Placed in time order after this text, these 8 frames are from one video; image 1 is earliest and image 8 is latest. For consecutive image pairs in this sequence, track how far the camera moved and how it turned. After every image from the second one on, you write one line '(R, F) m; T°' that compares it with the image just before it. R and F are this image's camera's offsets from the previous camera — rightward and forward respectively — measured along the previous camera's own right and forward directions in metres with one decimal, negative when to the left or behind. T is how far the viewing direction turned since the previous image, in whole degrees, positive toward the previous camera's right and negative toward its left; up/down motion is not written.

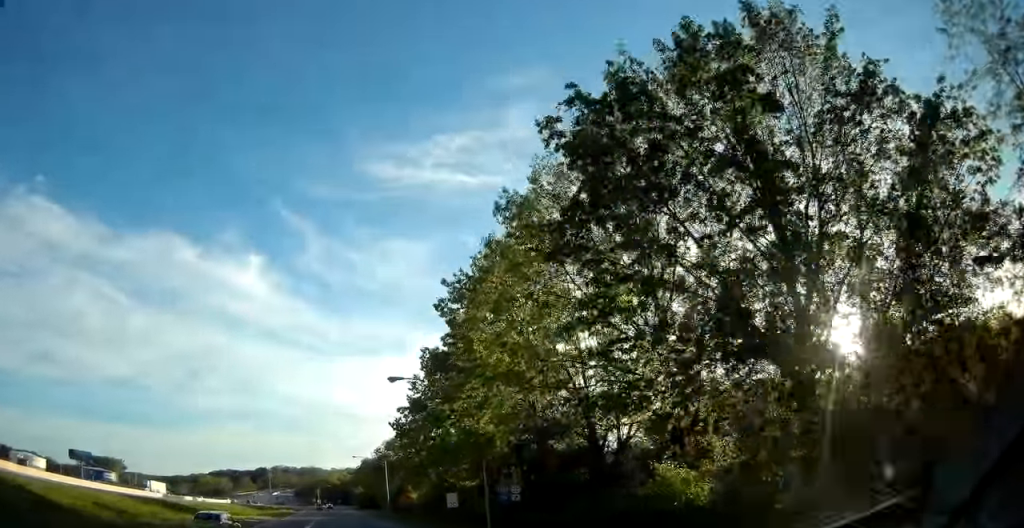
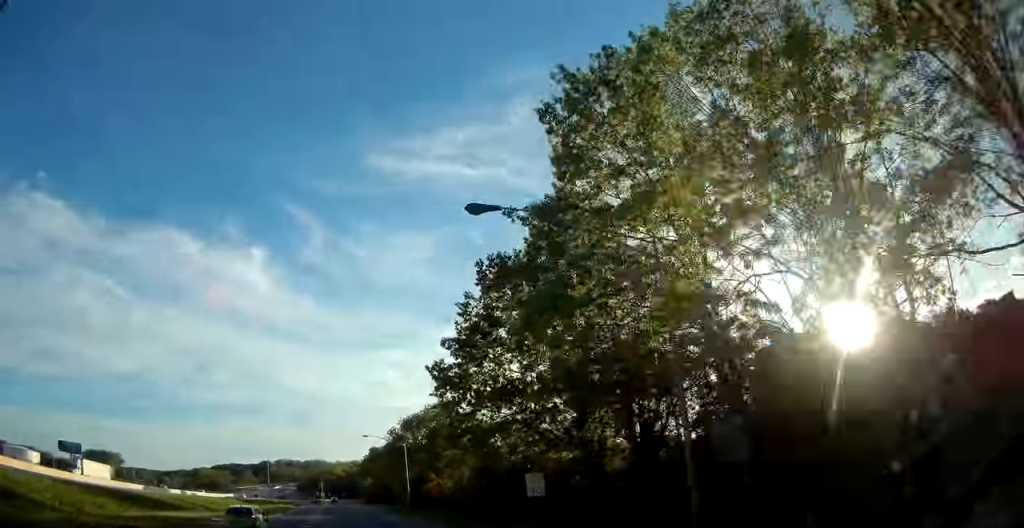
(0.0, +19.2) m; 0°
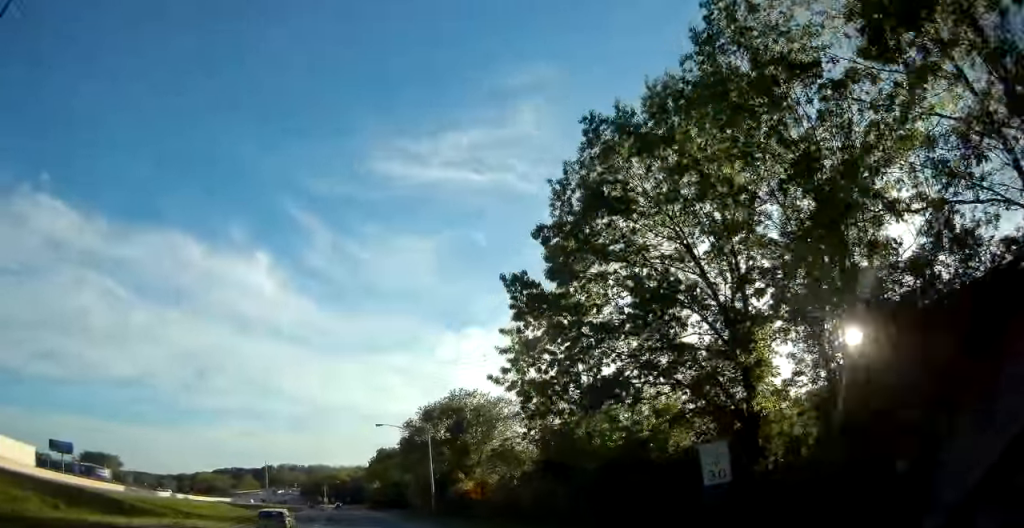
(0.0, +14.5) m; 0°
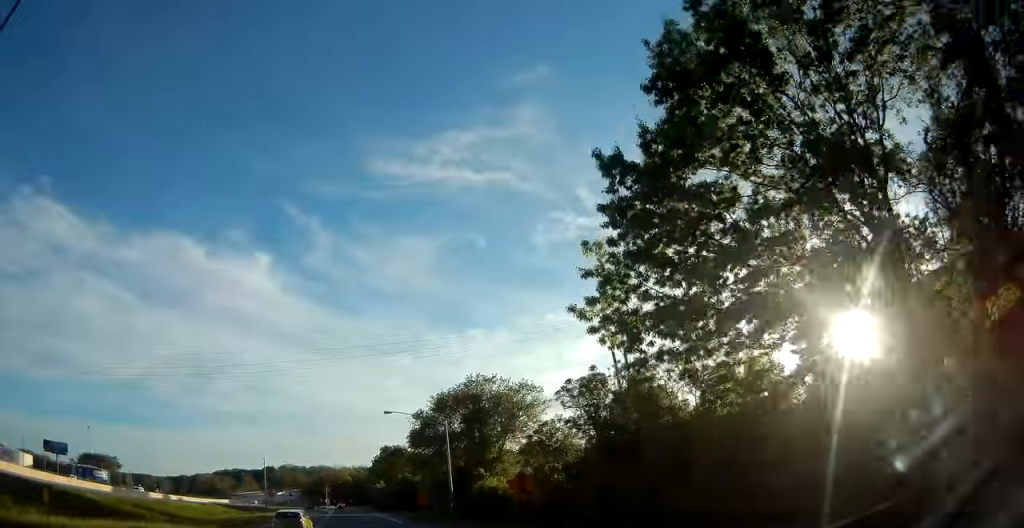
(0.0, +7.9) m; 0°
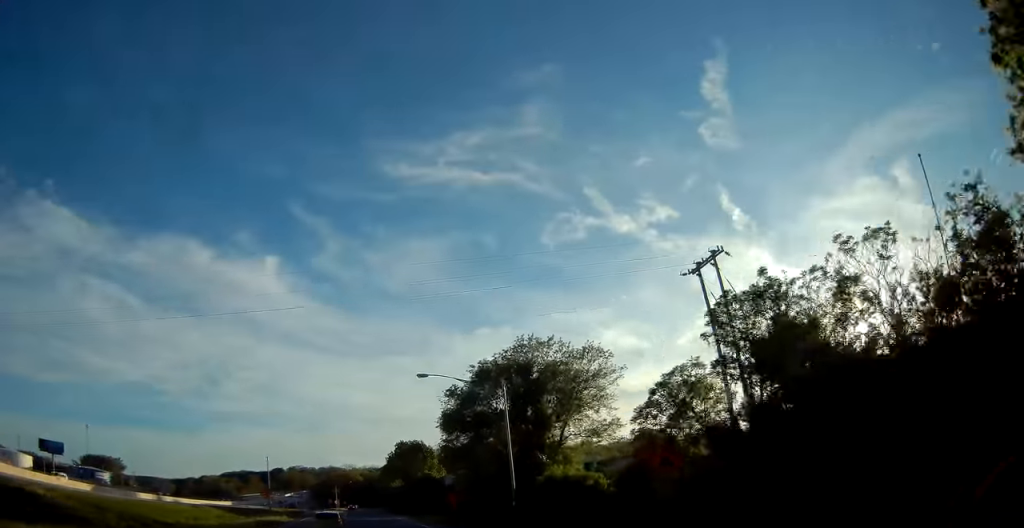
(0.0, +13.6) m; -2°
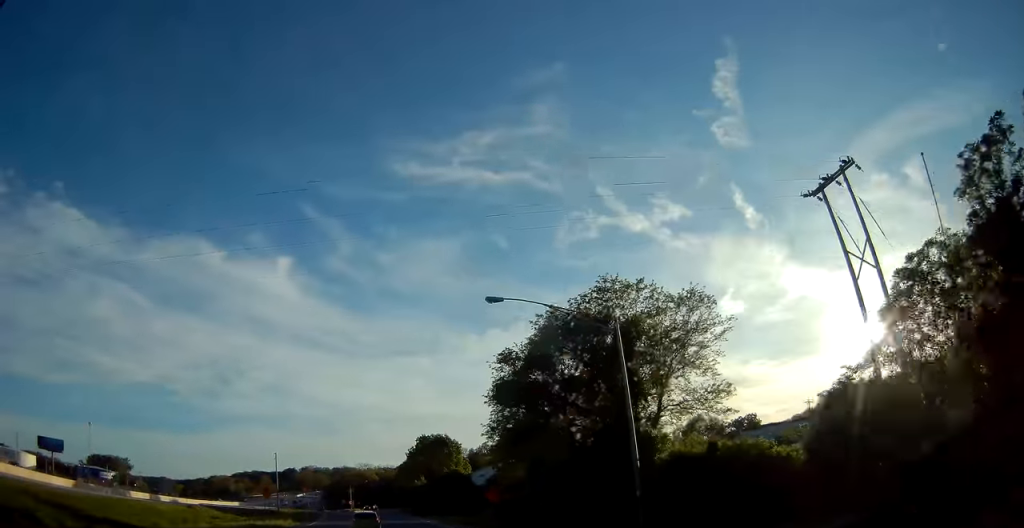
(-0.2, +12.6) m; -1°
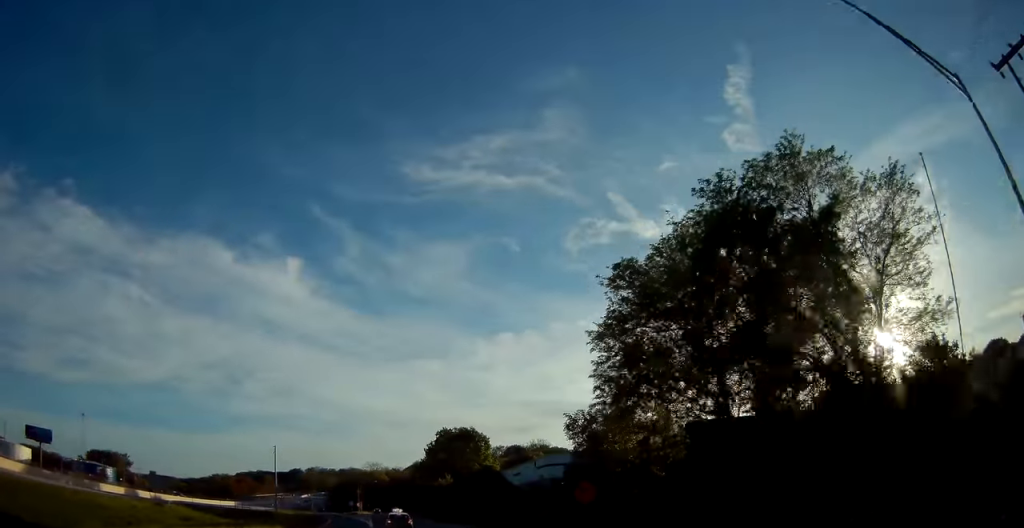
(-0.2, +16.3) m; 0°
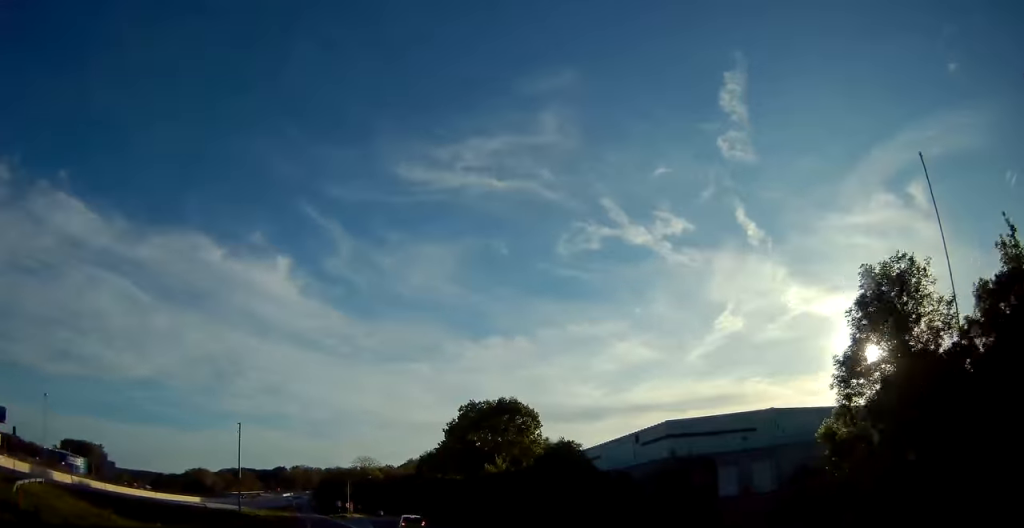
(+0.4, +30.2) m; +1°
